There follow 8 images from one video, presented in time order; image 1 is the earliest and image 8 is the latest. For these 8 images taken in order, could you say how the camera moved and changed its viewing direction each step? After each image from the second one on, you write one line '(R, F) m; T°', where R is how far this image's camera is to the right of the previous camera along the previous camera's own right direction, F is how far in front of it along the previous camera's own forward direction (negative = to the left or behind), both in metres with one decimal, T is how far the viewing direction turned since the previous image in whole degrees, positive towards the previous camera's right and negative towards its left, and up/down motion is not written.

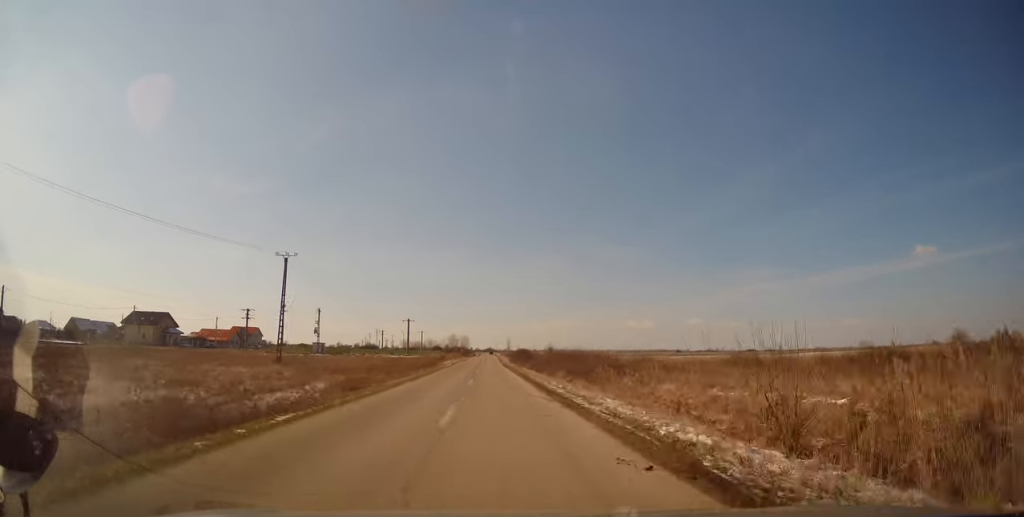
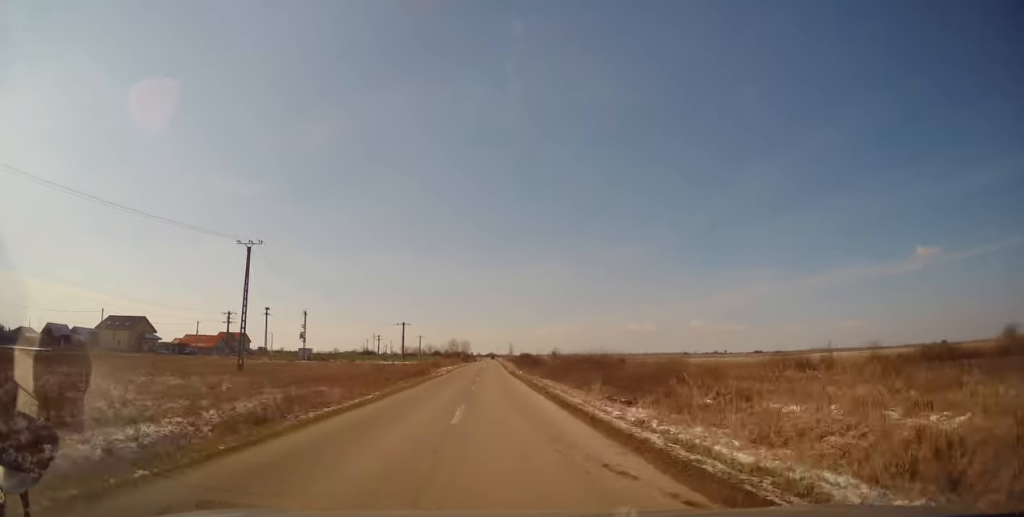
(-0.1, +10.7) m; -1°
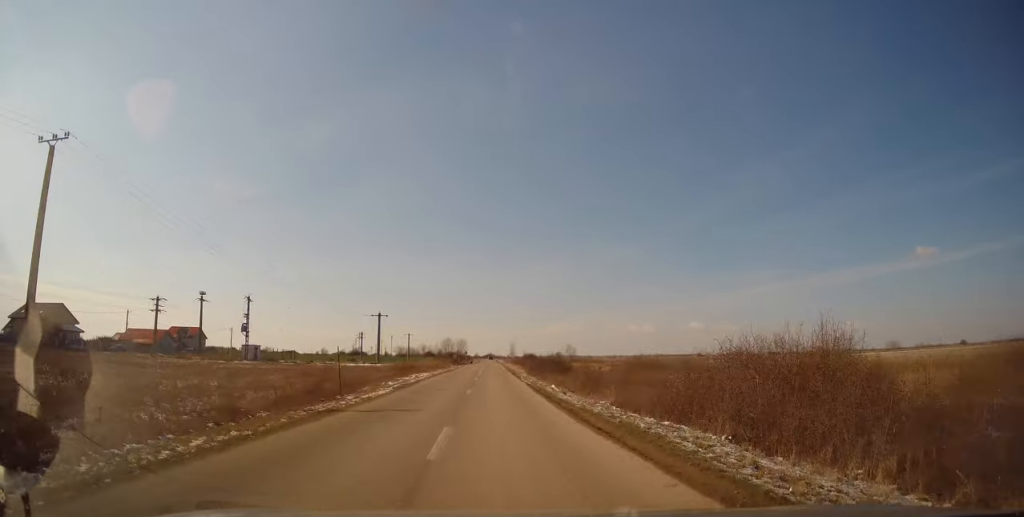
(0.0, +28.0) m; 0°
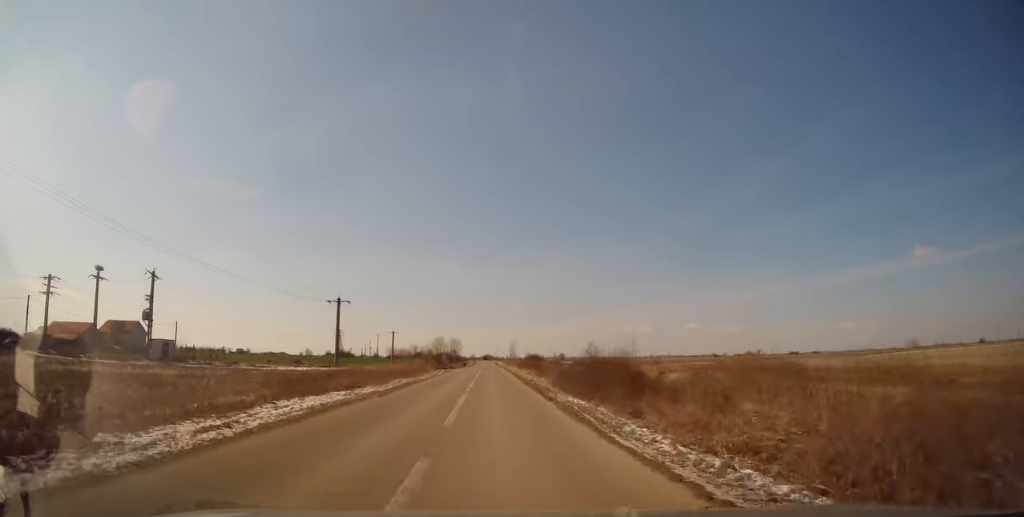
(0.0, +27.1) m; 0°
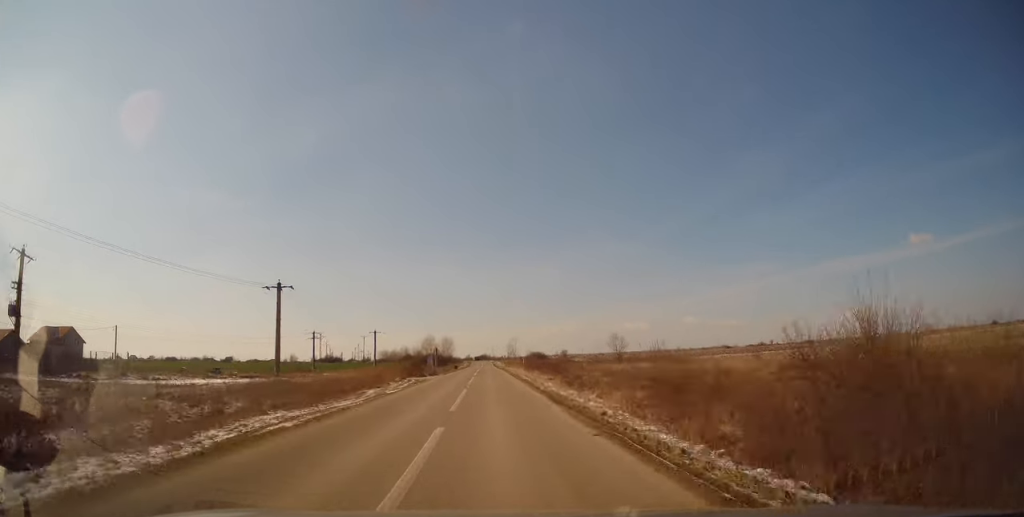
(0.0, +20.9) m; 0°
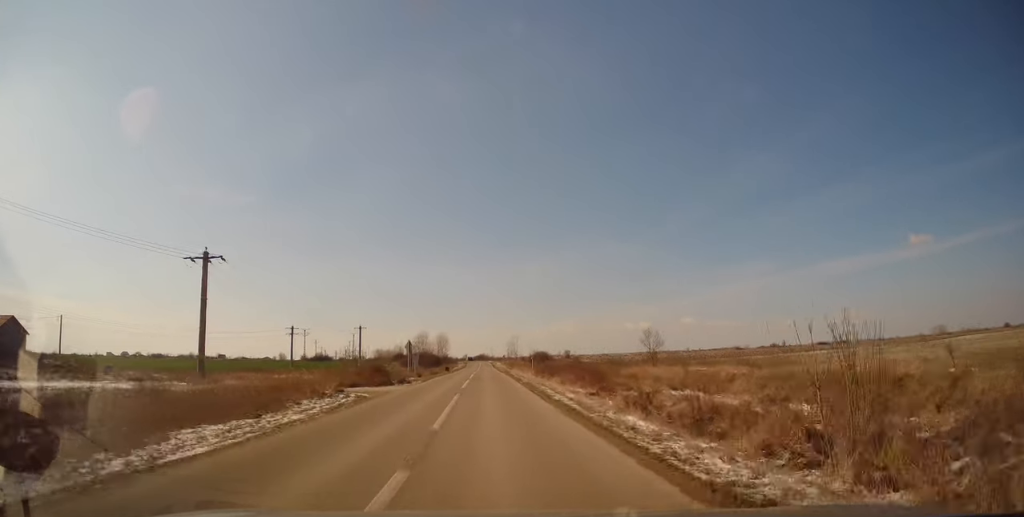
(0.0, +15.6) m; 0°
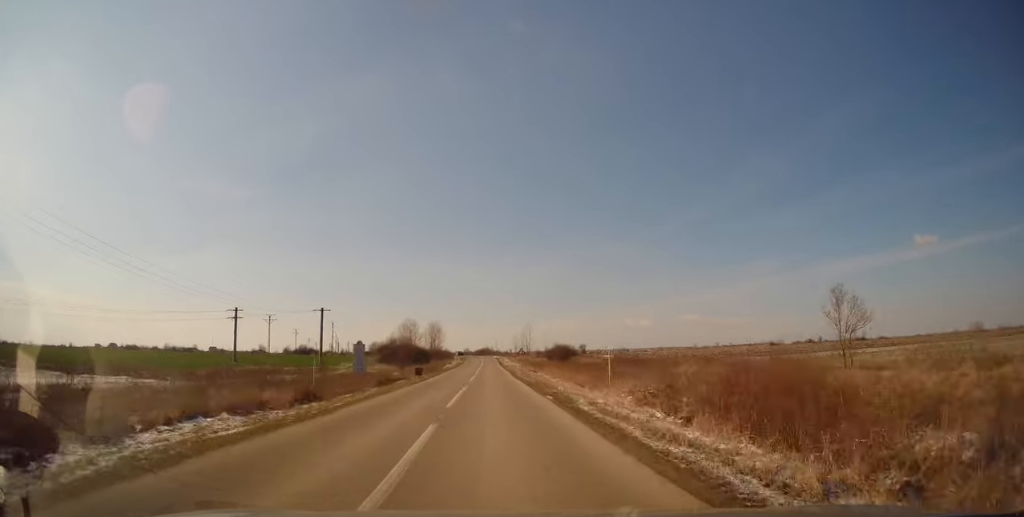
(0.0, +32.8) m; 0°
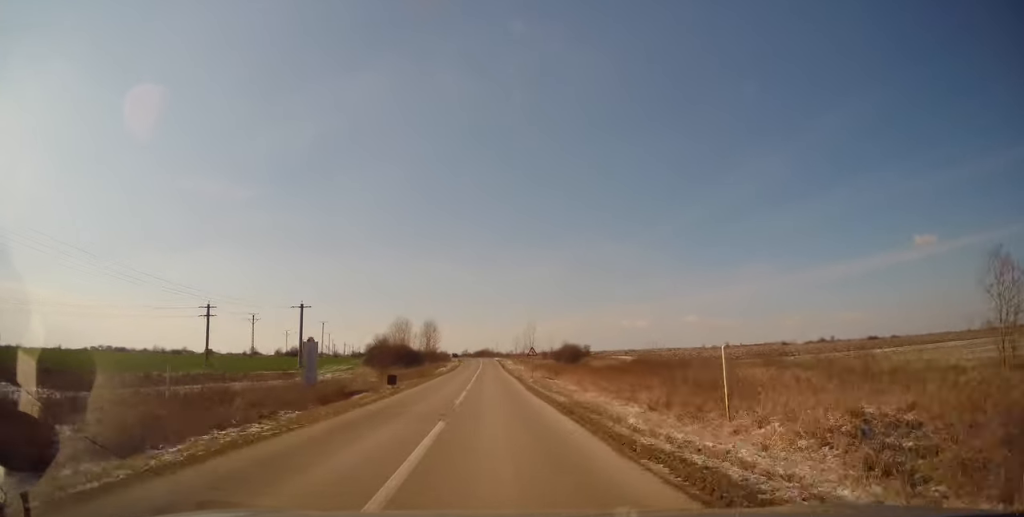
(0.0, +10.8) m; 0°
